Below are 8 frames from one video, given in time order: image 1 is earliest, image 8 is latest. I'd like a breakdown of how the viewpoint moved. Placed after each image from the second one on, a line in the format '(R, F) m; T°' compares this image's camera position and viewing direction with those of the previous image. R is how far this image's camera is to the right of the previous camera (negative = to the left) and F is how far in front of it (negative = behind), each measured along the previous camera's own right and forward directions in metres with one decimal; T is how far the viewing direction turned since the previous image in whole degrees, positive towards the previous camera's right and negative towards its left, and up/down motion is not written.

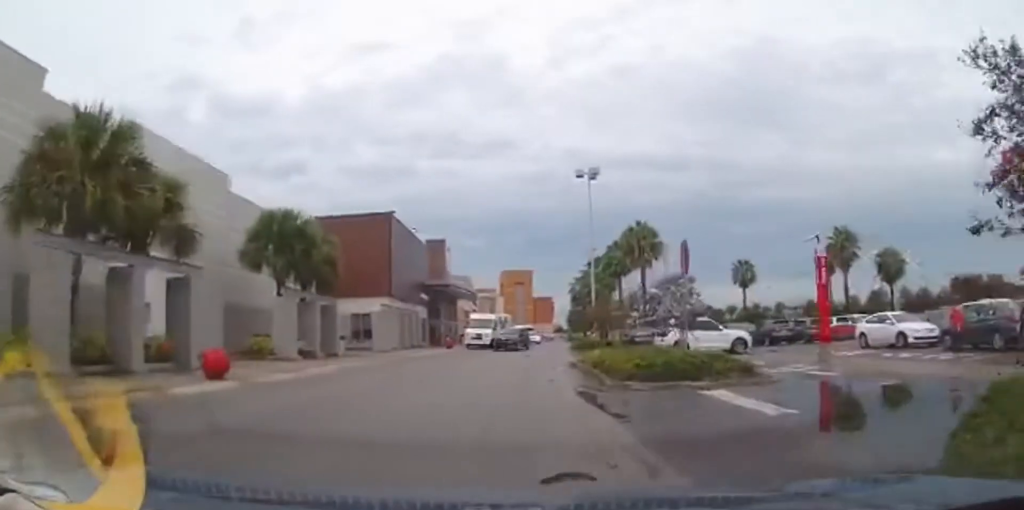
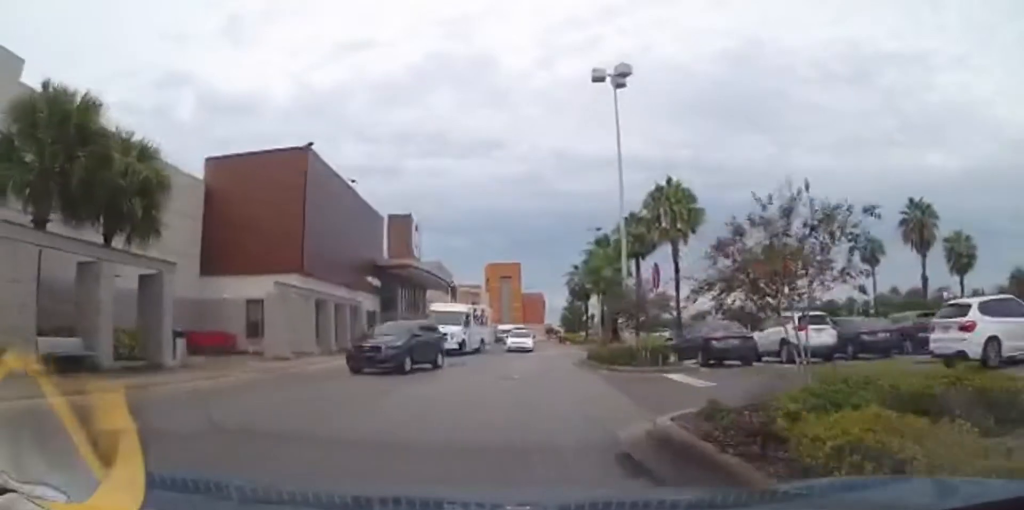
(+0.2, +15.7) m; +5°
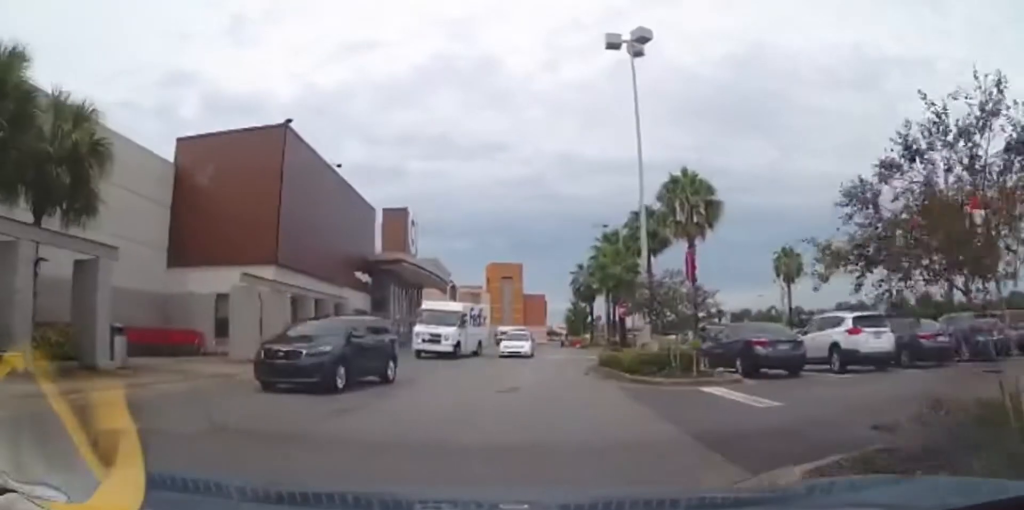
(+0.3, +3.3) m; 0°
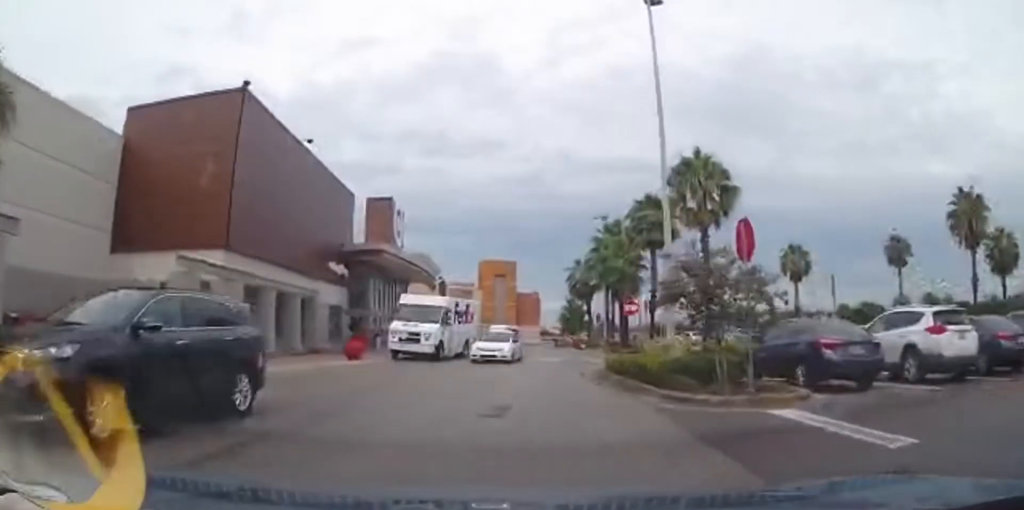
(-0.1, +4.0) m; -2°
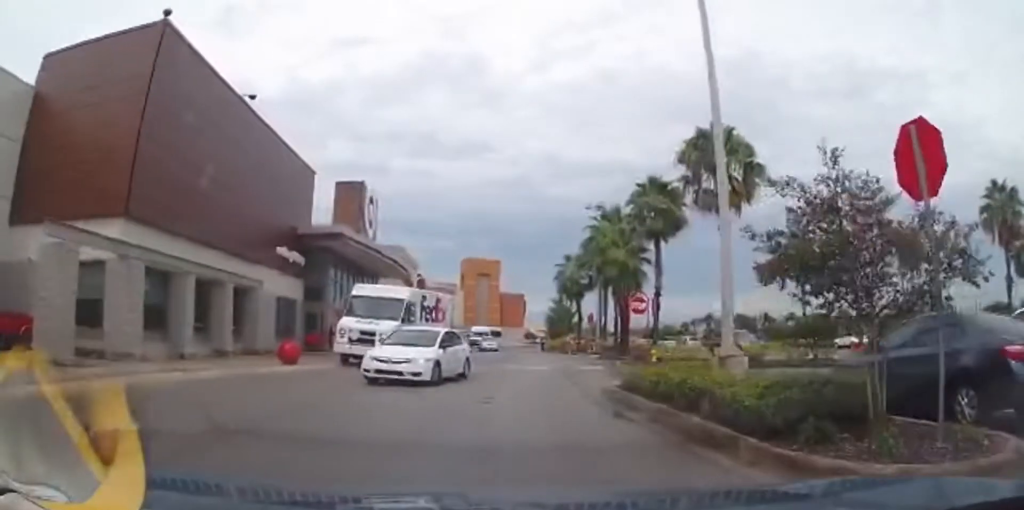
(-0.3, +5.6) m; -1°
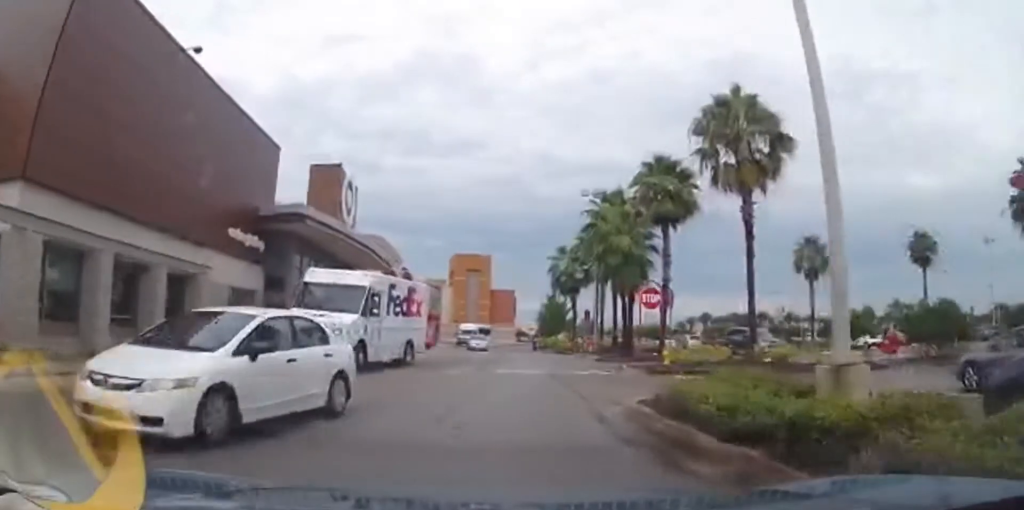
(0.0, +4.1) m; +4°
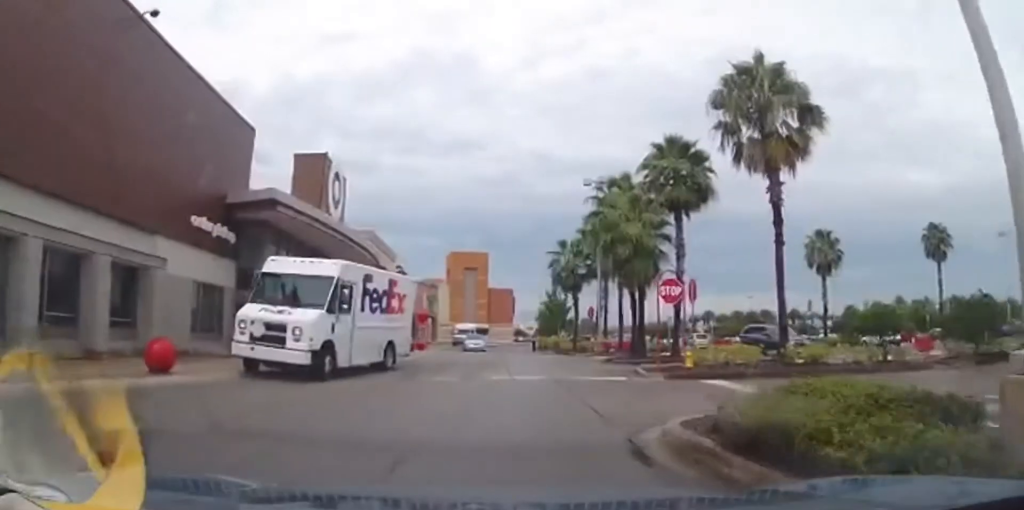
(+0.3, +2.8) m; 0°
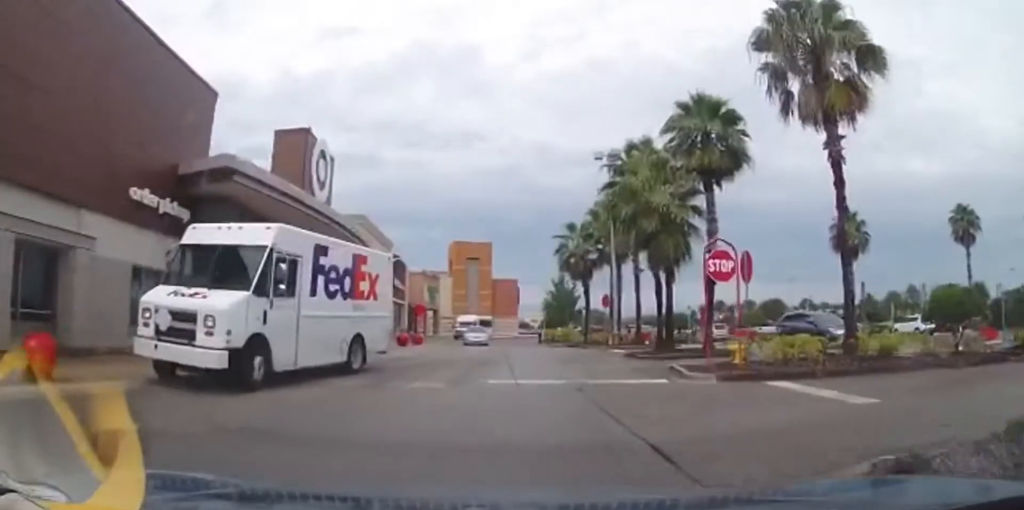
(-0.2, +4.2) m; -5°
